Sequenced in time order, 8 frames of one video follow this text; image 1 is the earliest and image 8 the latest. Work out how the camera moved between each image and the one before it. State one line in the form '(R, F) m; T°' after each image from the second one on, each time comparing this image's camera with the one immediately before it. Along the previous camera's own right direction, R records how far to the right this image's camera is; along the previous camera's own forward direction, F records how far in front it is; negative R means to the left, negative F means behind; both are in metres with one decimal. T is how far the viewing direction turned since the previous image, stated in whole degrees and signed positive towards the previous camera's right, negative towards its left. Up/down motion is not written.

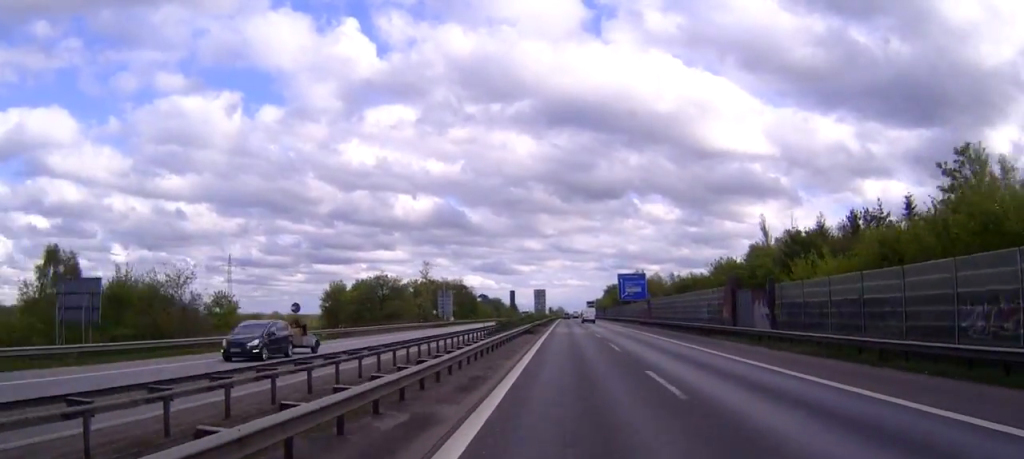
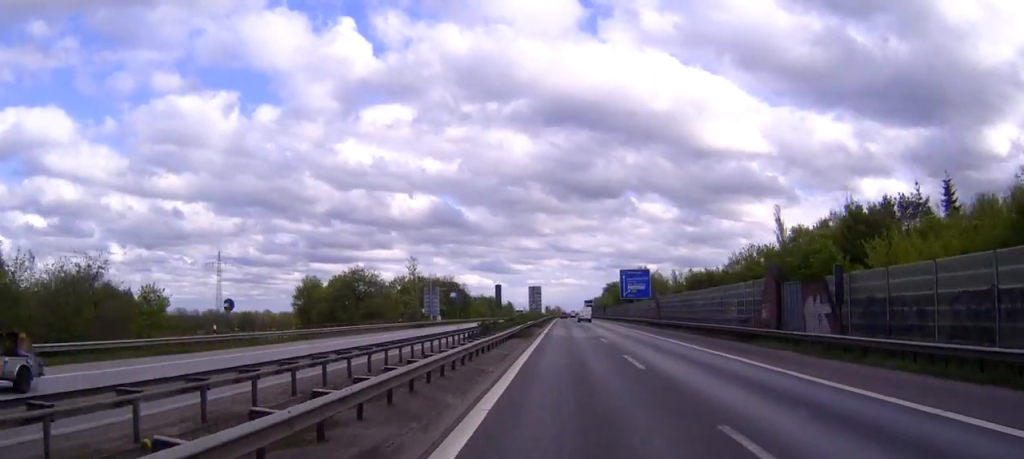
(0.0, +10.7) m; 0°
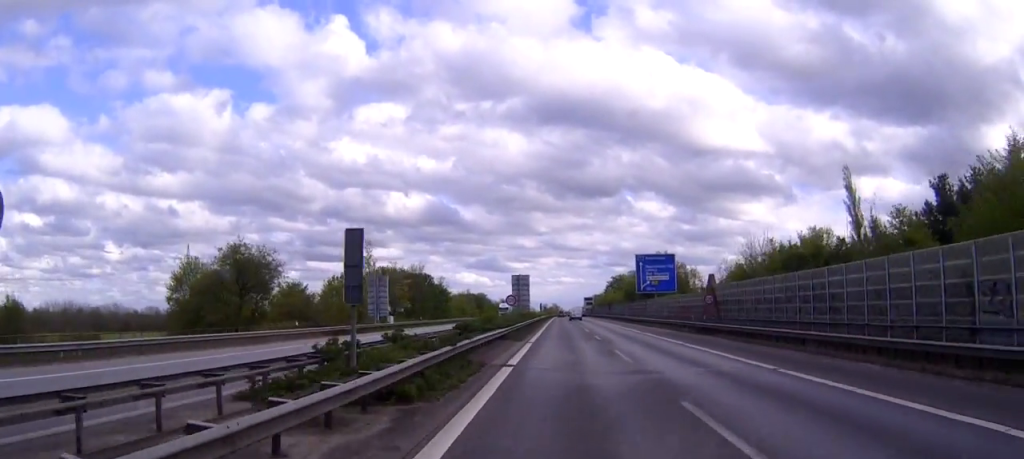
(+0.1, +33.0) m; 0°
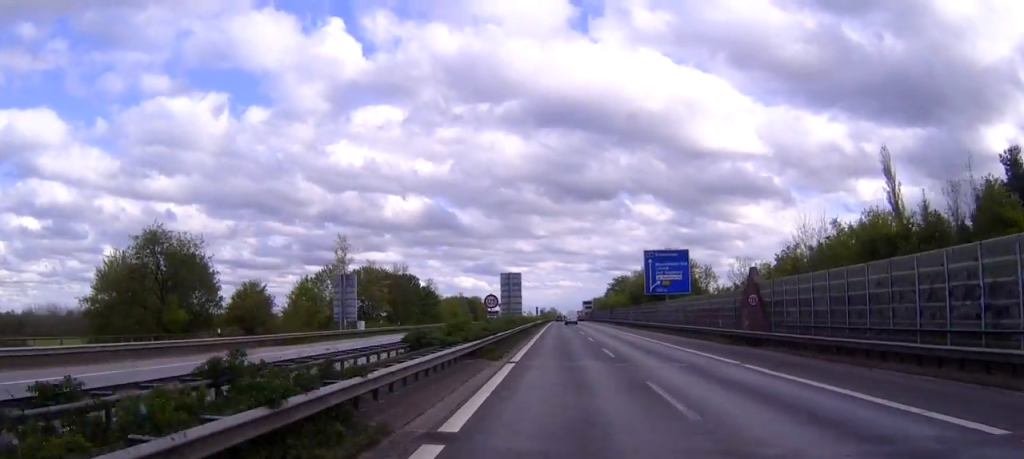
(0.0, +12.5) m; 0°
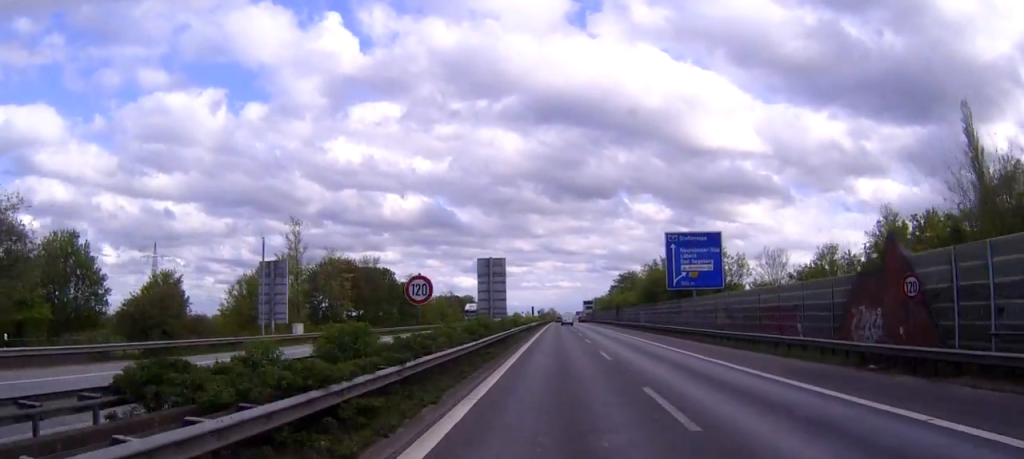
(0.0, +18.7) m; 0°
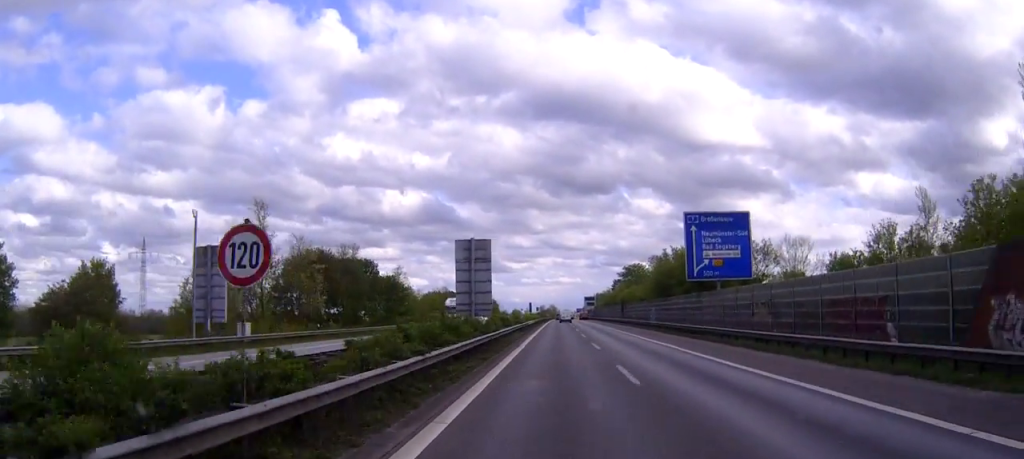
(0.0, +10.7) m; 0°
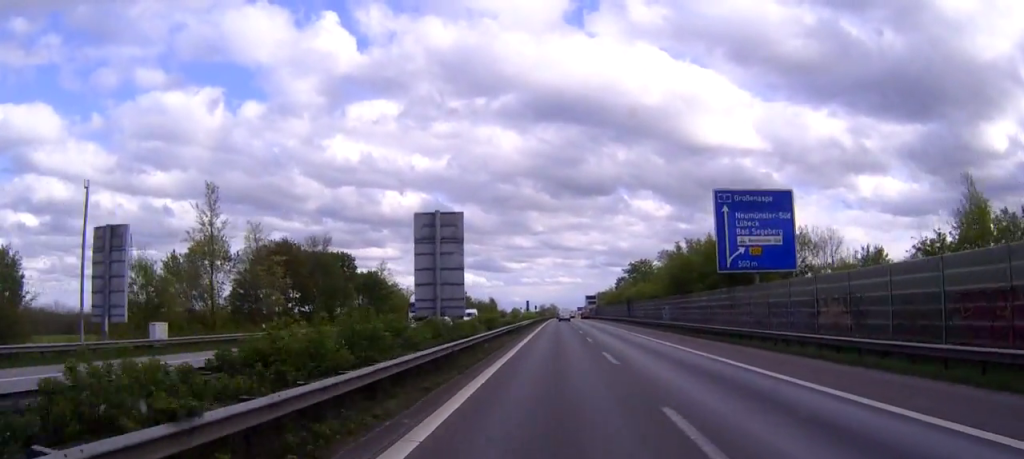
(0.0, +11.6) m; 0°
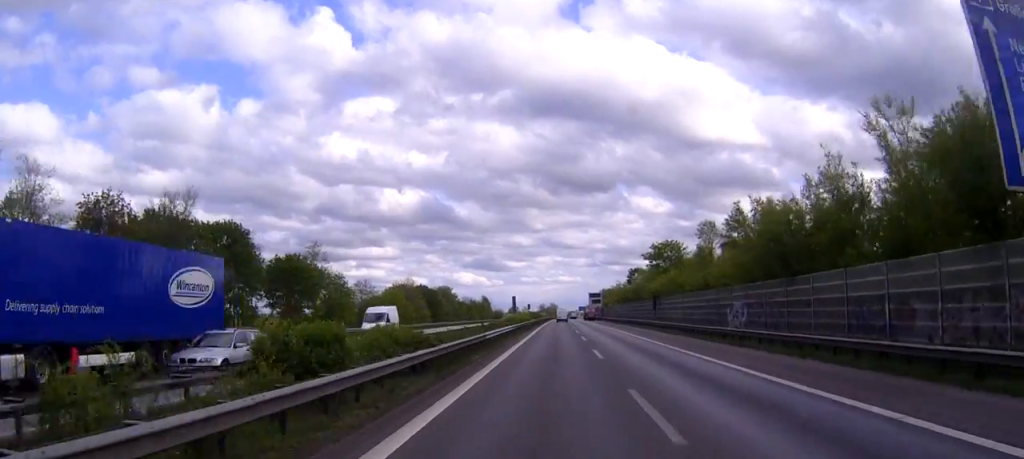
(0.0, +32.1) m; 0°
